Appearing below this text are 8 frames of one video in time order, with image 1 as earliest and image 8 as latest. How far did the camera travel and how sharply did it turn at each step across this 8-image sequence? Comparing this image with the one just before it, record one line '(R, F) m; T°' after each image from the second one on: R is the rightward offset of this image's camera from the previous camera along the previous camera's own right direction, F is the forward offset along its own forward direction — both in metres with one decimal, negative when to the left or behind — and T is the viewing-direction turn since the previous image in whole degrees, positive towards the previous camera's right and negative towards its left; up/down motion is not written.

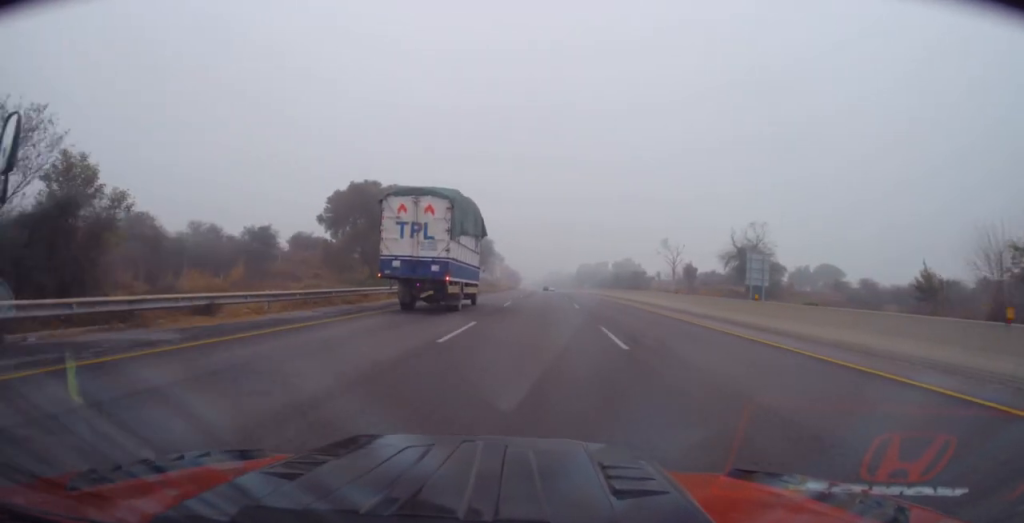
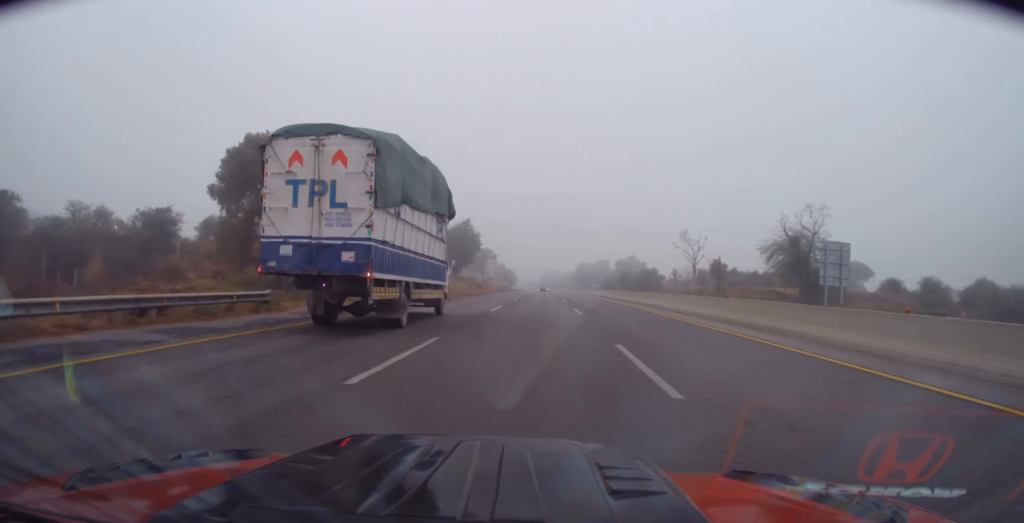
(+0.4, +23.1) m; +1°
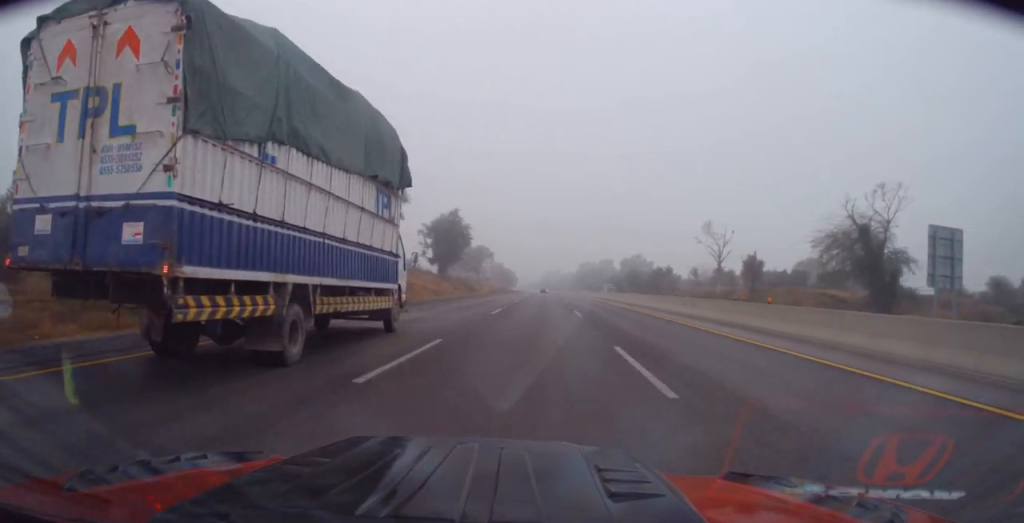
(+0.1, +17.7) m; 0°
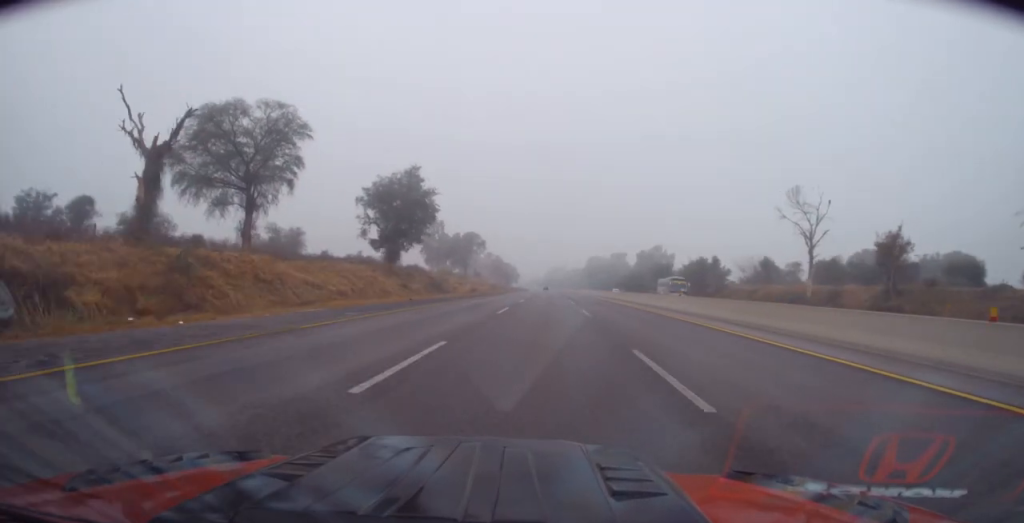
(-0.9, +36.7) m; 0°
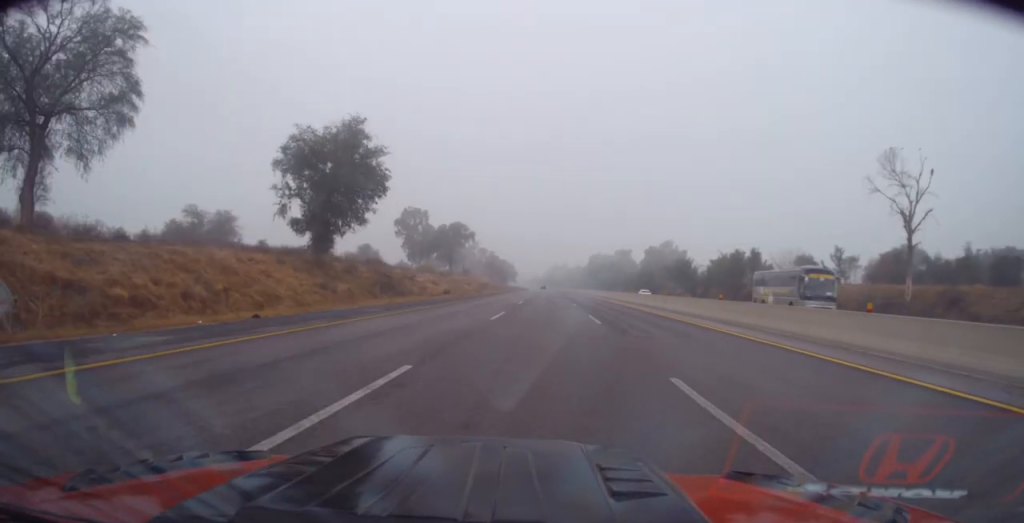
(+0.5, +21.3) m; 0°
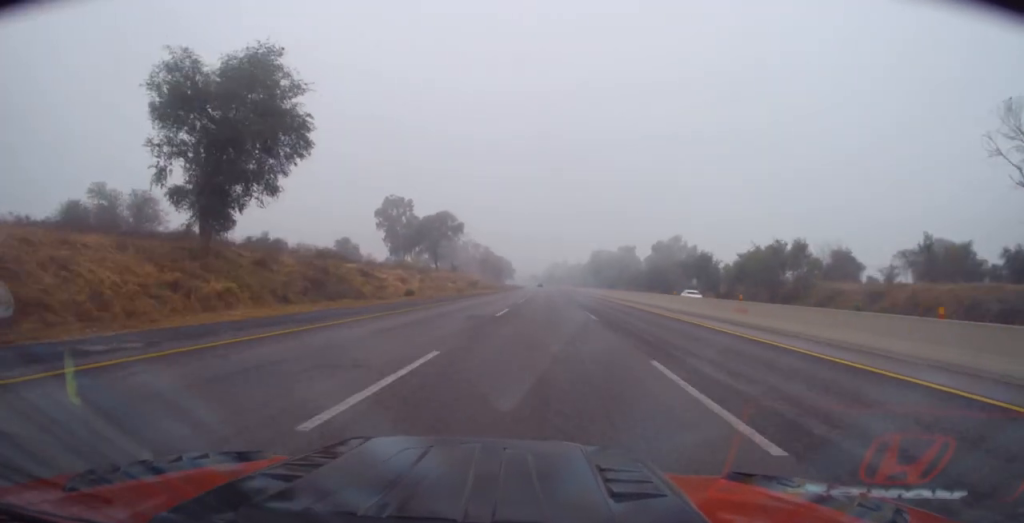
(-0.2, +16.0) m; -1°
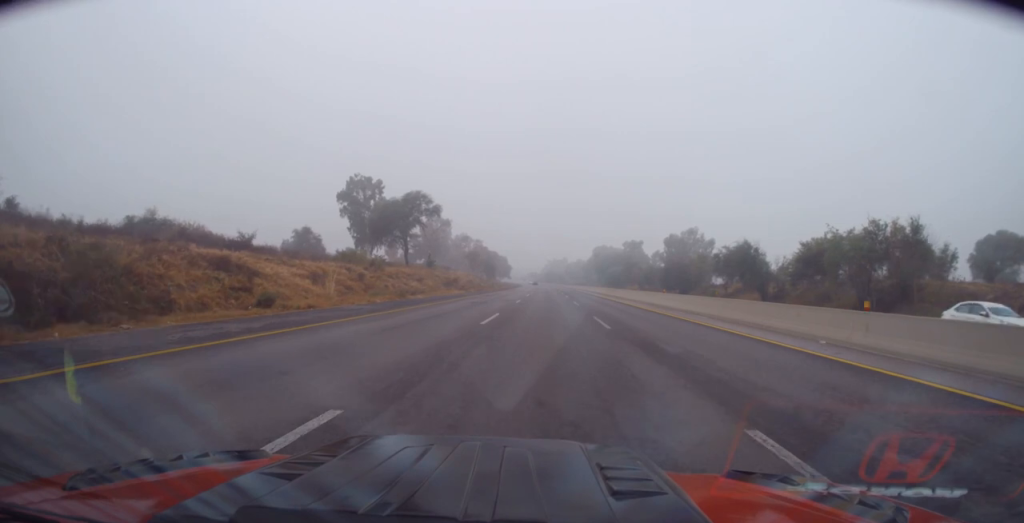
(-0.2, +23.1) m; -1°
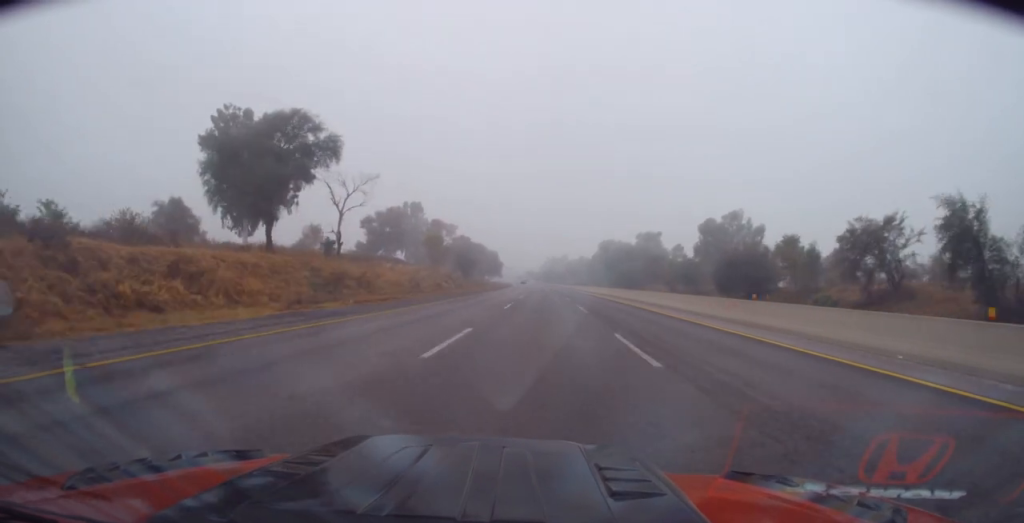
(0.0, +43.9) m; +1°
